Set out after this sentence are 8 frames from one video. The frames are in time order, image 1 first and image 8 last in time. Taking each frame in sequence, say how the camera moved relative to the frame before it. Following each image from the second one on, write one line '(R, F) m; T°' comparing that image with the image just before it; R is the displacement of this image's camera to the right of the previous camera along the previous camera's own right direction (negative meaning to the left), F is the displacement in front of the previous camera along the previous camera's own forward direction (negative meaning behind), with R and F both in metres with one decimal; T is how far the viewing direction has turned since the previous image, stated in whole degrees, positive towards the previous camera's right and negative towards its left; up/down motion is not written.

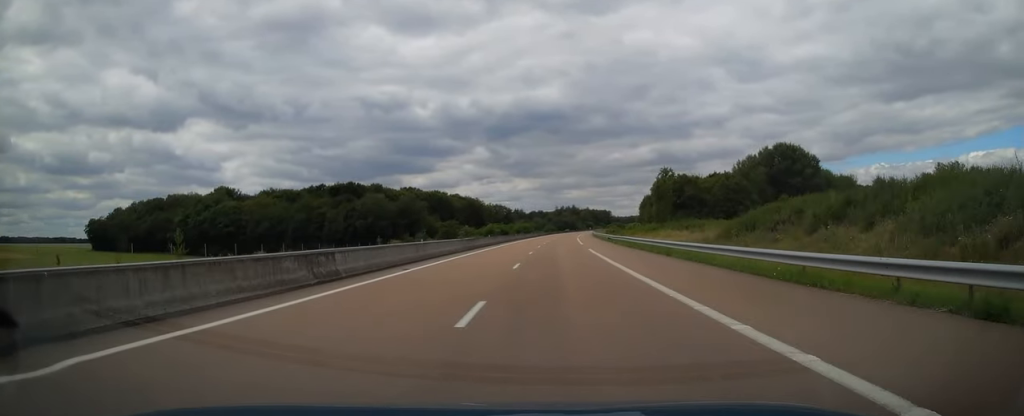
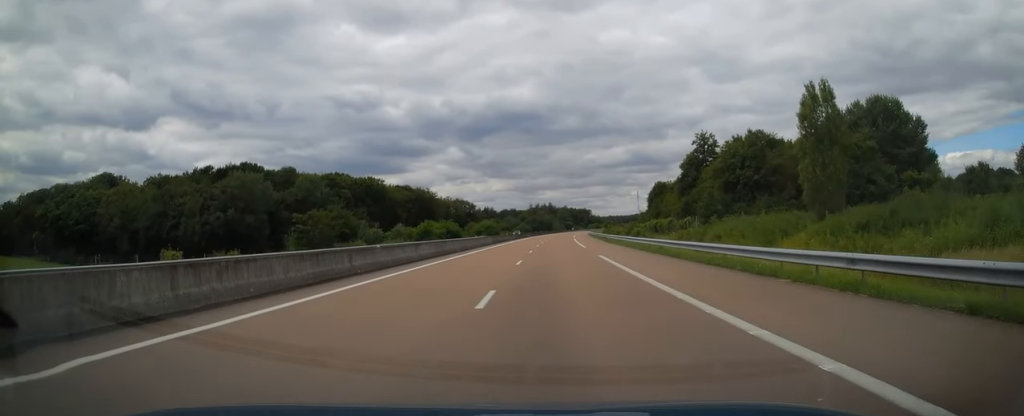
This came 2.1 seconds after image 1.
(+1.0, +62.4) m; +2°
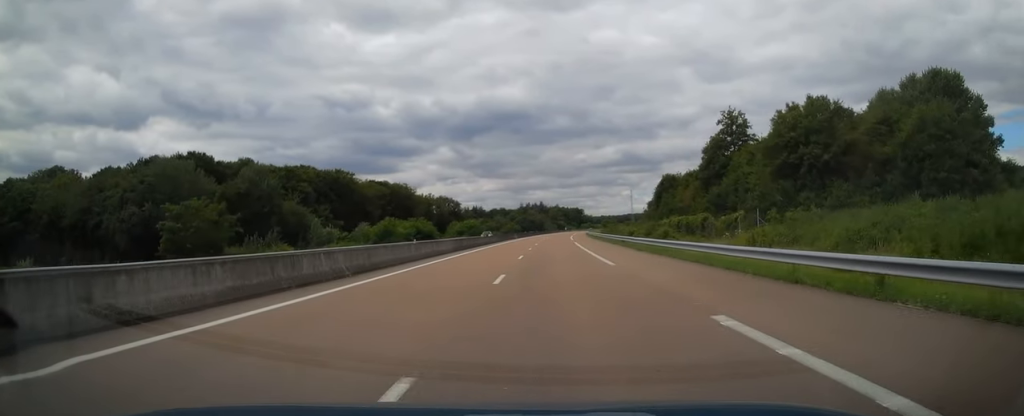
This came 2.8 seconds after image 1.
(-0.1, +21.0) m; +1°
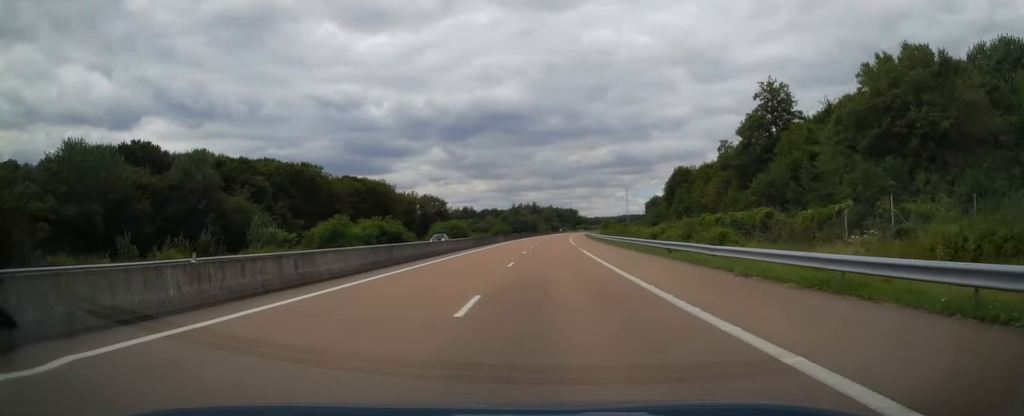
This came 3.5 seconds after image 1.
(+0.3, +18.5) m; +1°
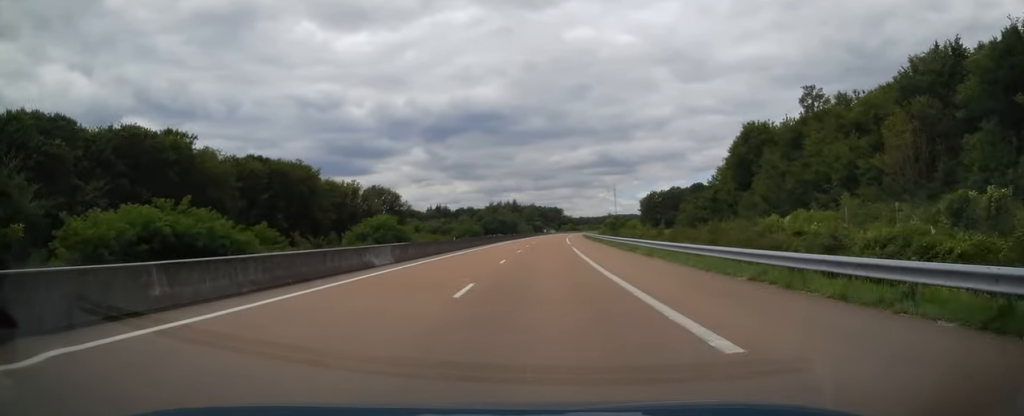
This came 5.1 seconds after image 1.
(+0.5, +48.7) m; +1°
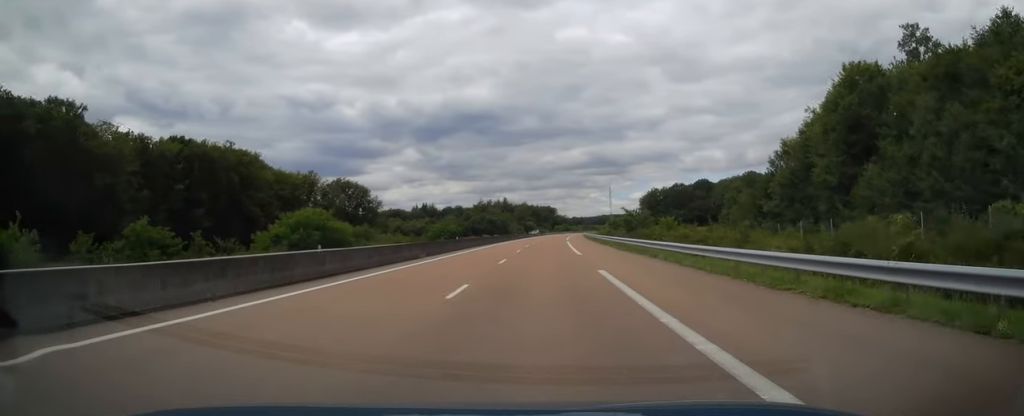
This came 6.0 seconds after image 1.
(+0.3, +25.9) m; +1°
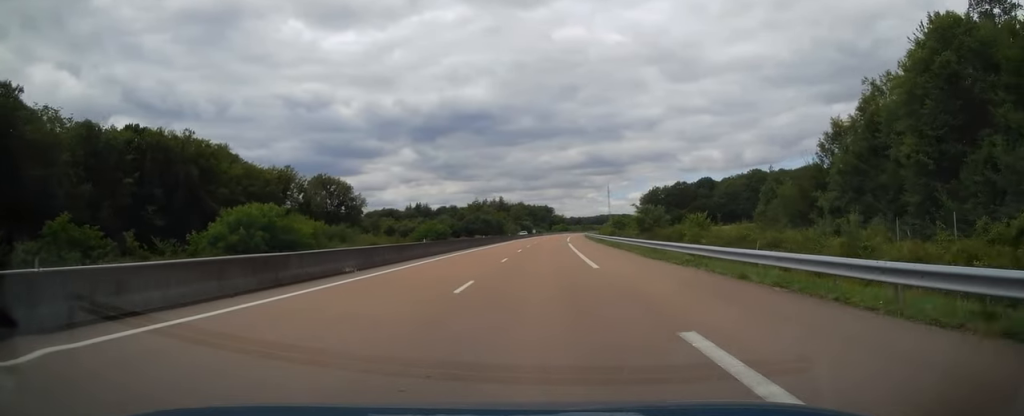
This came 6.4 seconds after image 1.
(0.0, +11.7) m; 0°
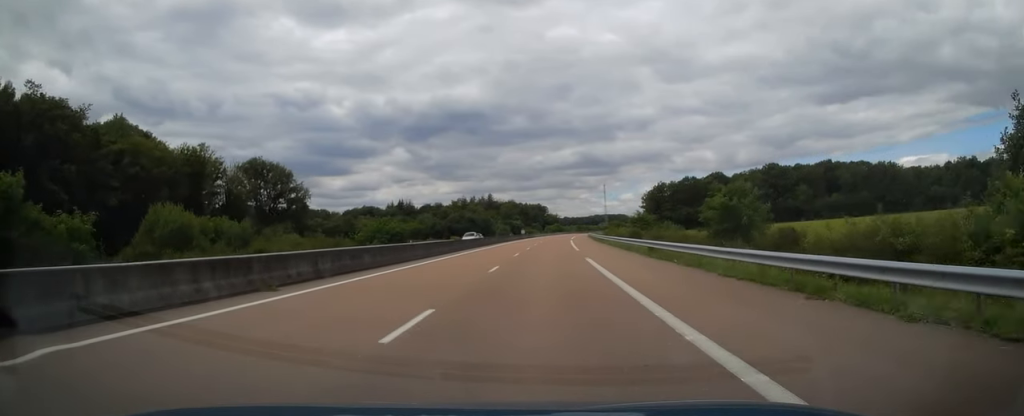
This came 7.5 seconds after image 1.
(+0.3, +31.7) m; +1°
